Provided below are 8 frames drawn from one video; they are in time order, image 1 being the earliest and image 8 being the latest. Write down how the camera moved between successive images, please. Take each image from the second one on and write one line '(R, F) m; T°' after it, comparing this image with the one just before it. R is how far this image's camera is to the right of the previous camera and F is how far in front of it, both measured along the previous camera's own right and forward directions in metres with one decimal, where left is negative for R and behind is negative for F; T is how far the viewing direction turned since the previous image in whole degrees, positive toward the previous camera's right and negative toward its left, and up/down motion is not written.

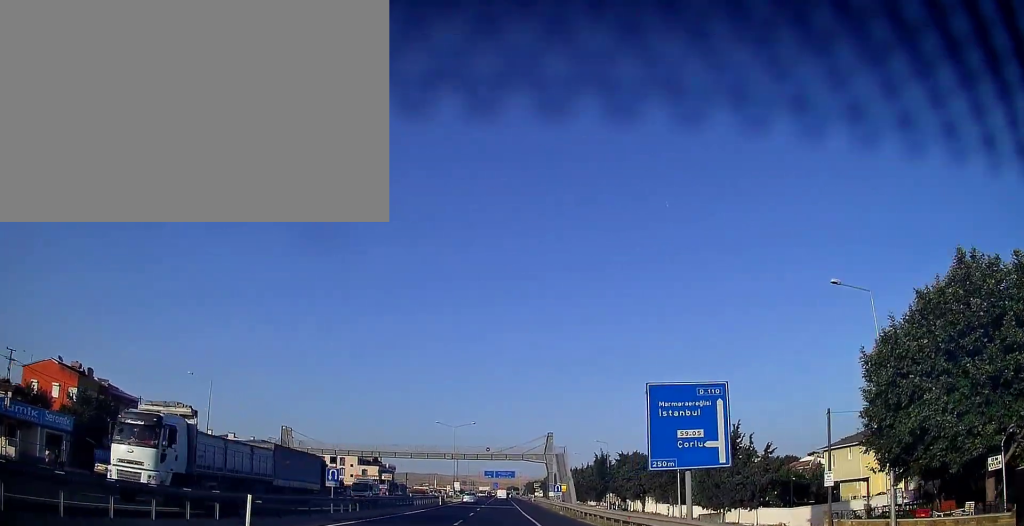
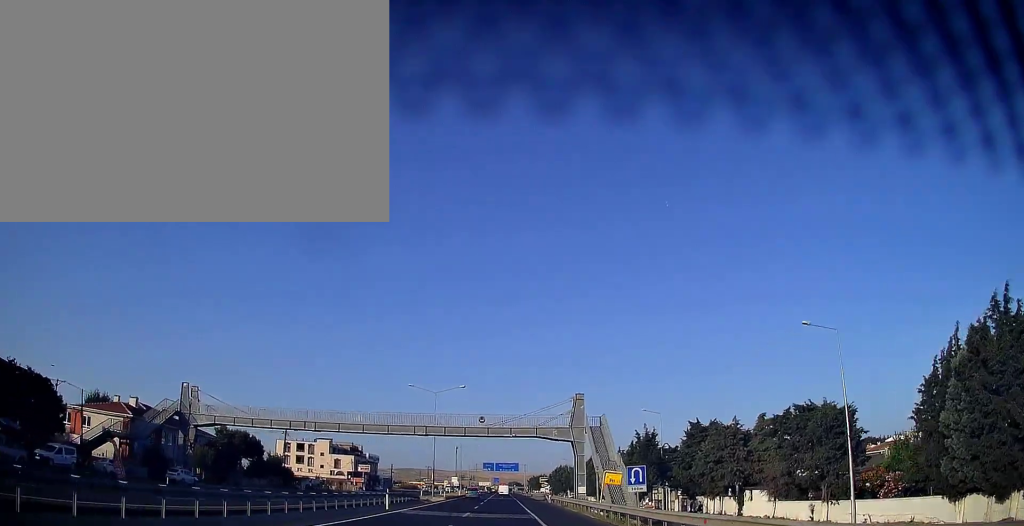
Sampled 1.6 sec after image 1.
(-0.2, +31.2) m; -1°
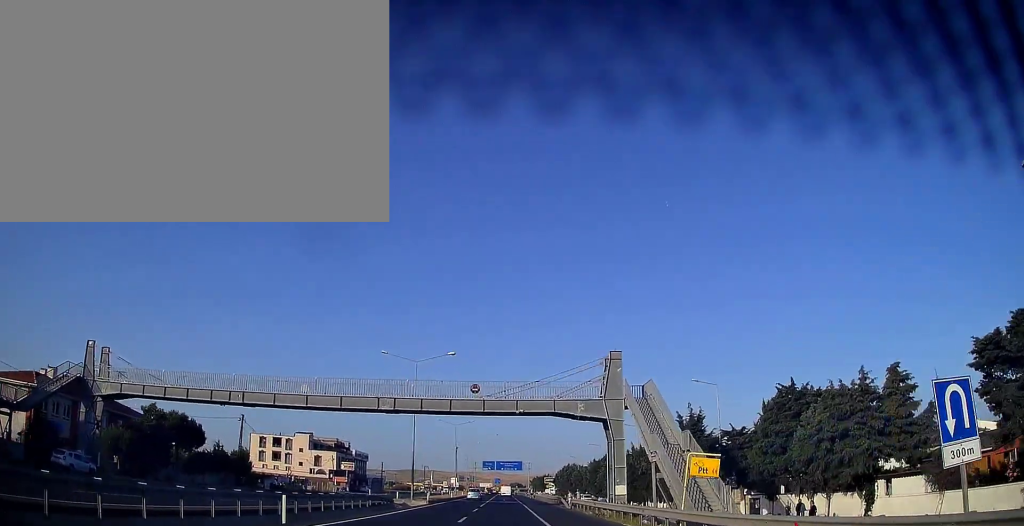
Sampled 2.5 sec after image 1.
(-0.1, +17.0) m; 0°
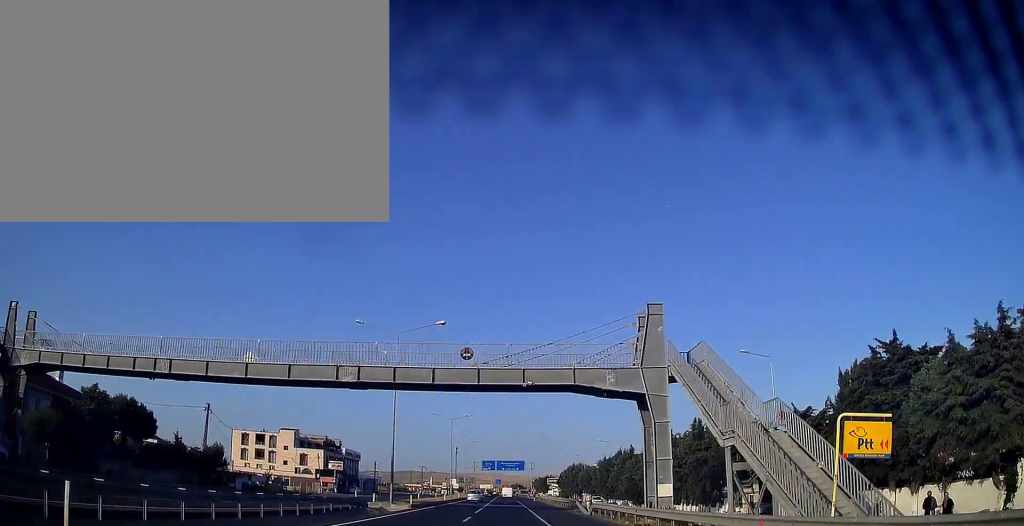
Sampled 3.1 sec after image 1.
(+0.1, +10.0) m; 0°
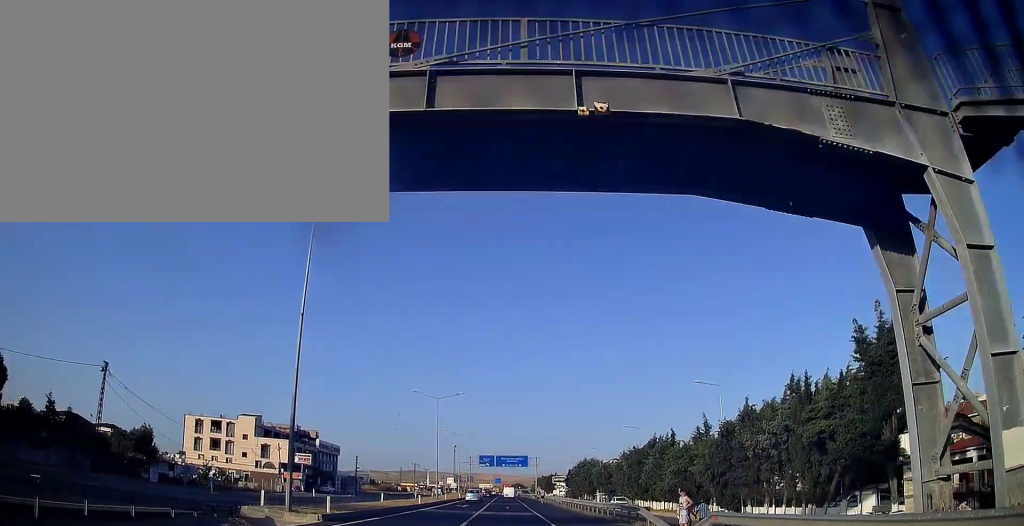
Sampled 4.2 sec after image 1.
(-0.1, +20.3) m; 0°
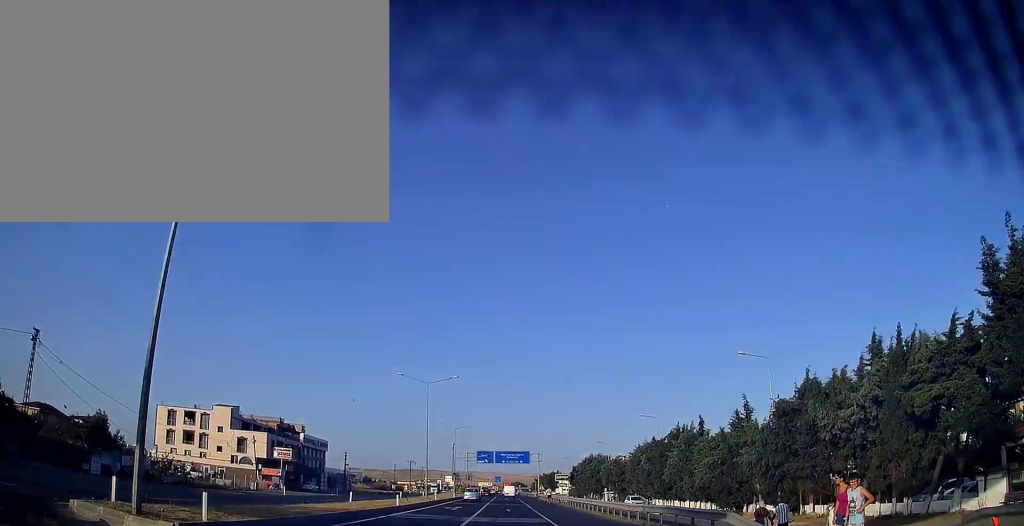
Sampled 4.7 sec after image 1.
(+0.1, +9.3) m; 0°
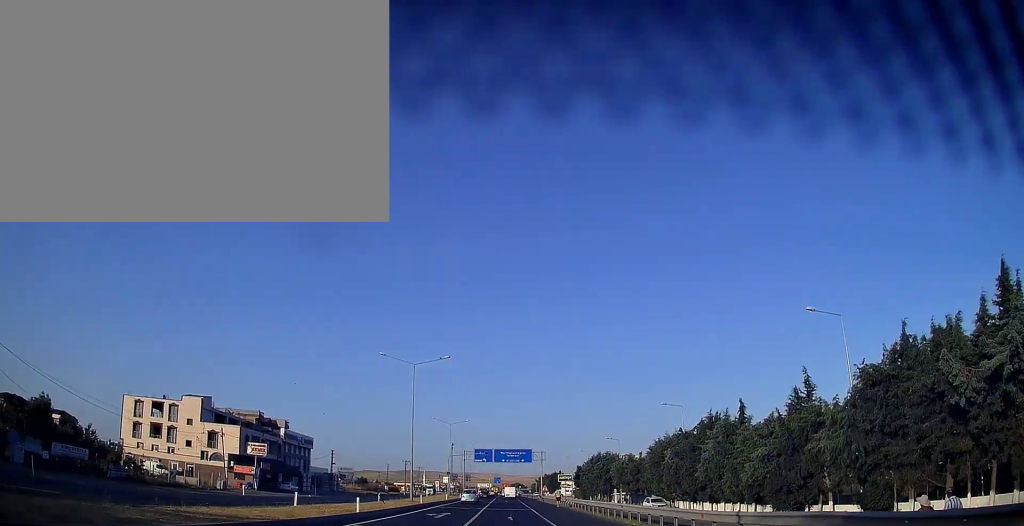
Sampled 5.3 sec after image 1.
(+0.1, +10.3) m; 0°
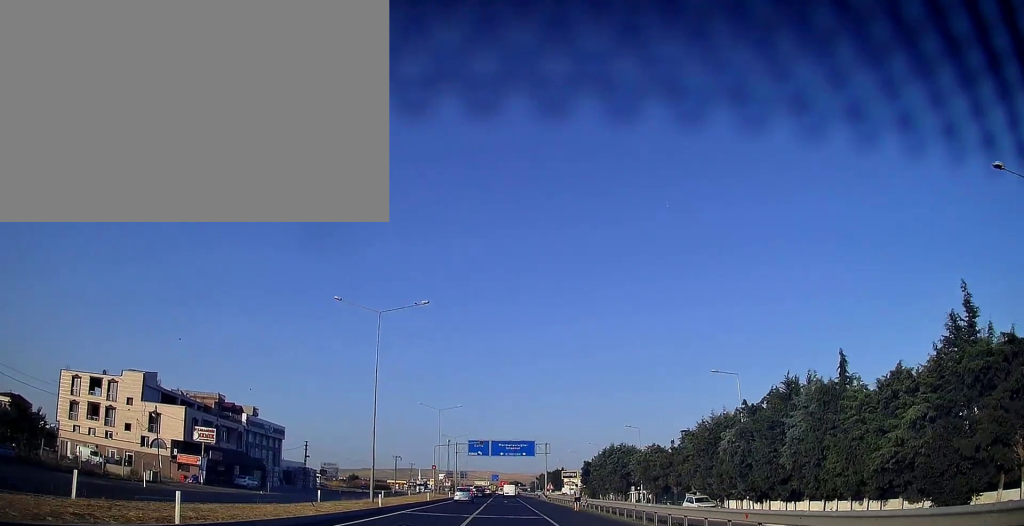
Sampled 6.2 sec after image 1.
(-0.2, +14.5) m; 0°
